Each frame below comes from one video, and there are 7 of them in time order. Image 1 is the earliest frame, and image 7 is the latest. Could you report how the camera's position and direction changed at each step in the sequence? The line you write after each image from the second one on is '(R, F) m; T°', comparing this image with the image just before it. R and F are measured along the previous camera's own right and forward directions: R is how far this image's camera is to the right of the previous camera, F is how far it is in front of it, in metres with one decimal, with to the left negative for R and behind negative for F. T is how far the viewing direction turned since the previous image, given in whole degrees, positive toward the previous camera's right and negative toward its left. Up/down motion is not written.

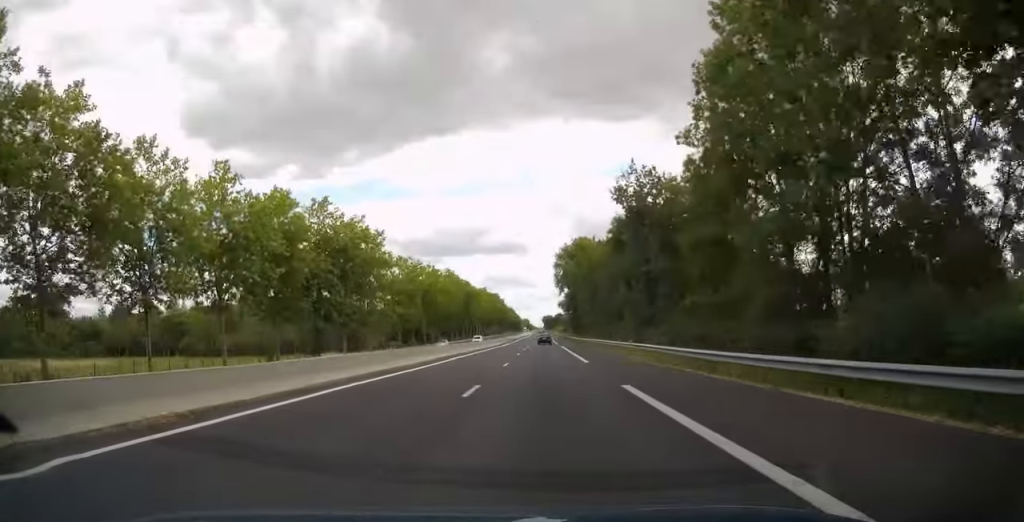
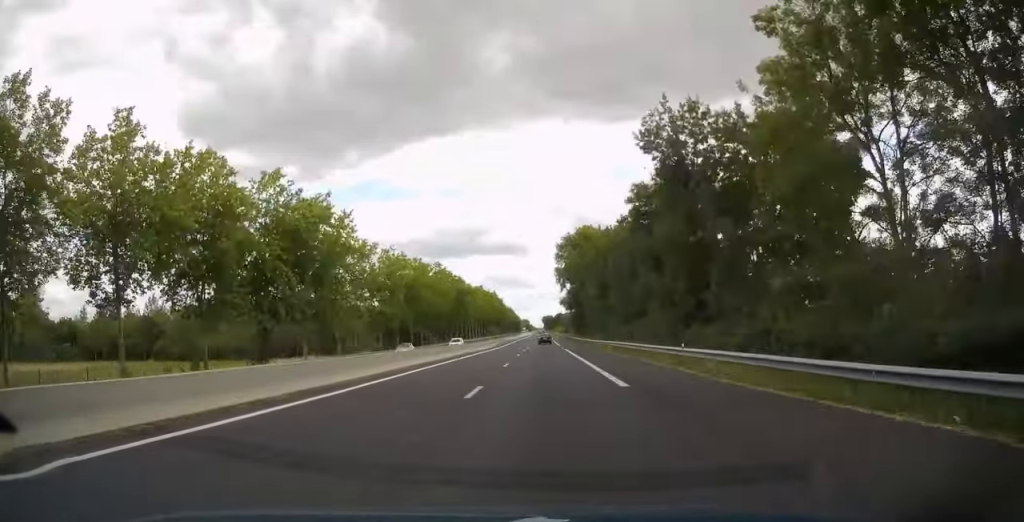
(0.0, +12.8) m; 0°
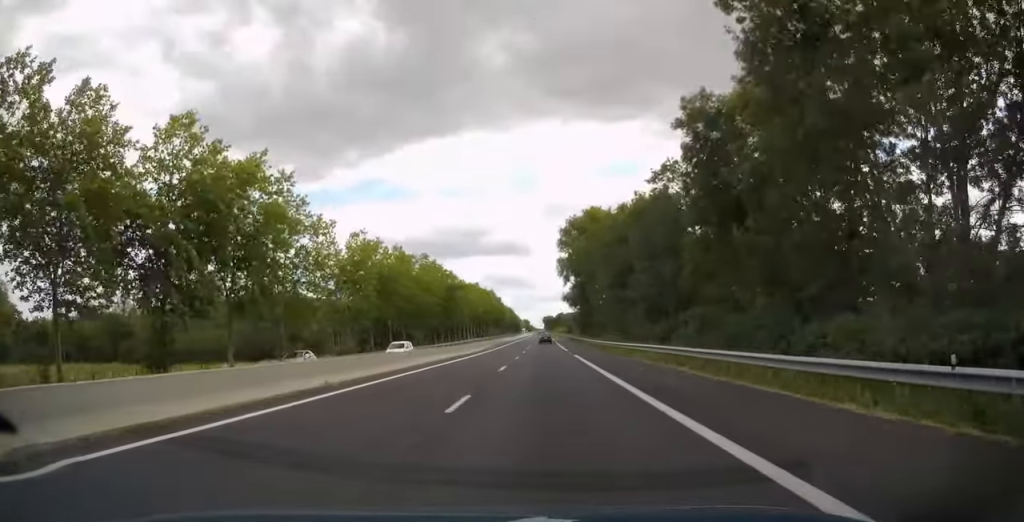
(0.0, +15.8) m; 0°
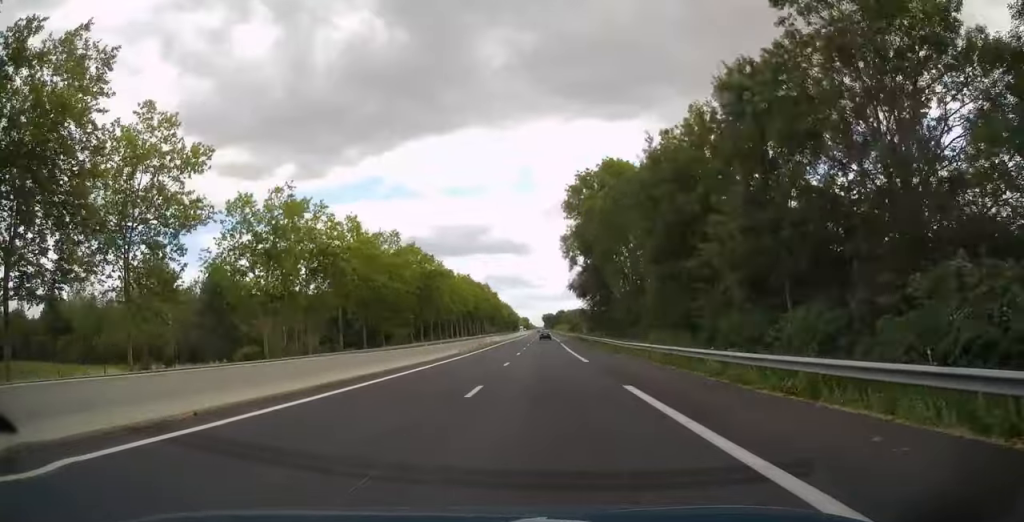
(0.0, +23.6) m; 0°
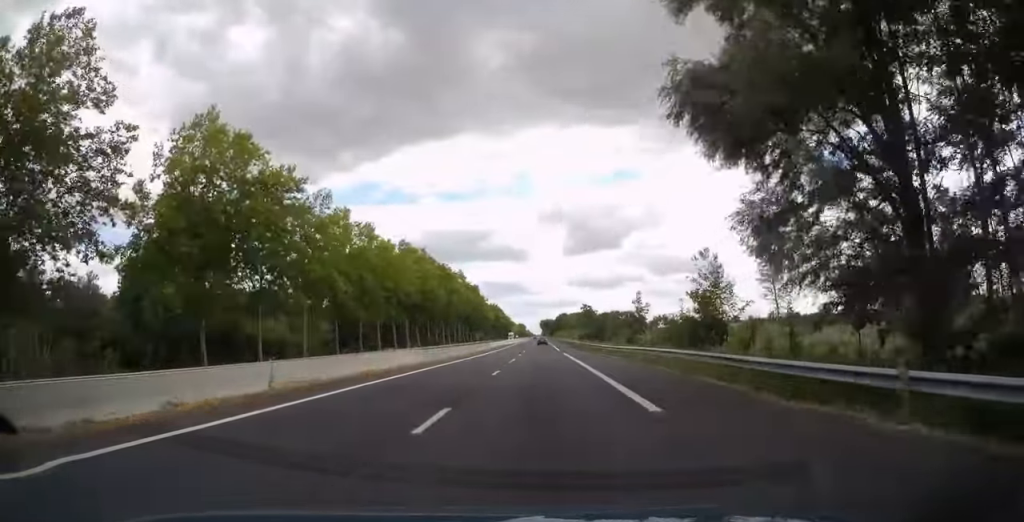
(+0.1, +70.0) m; 0°
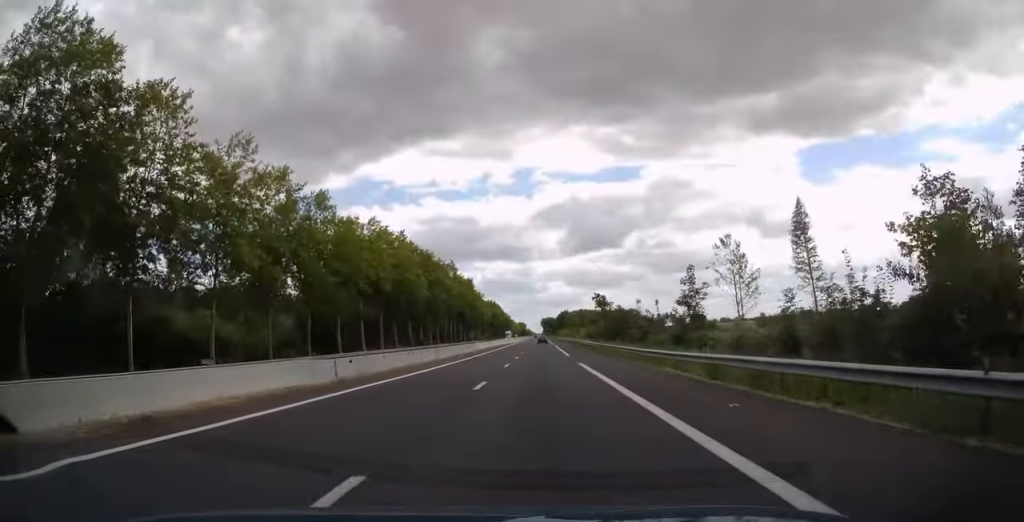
(0.0, +18.7) m; 0°
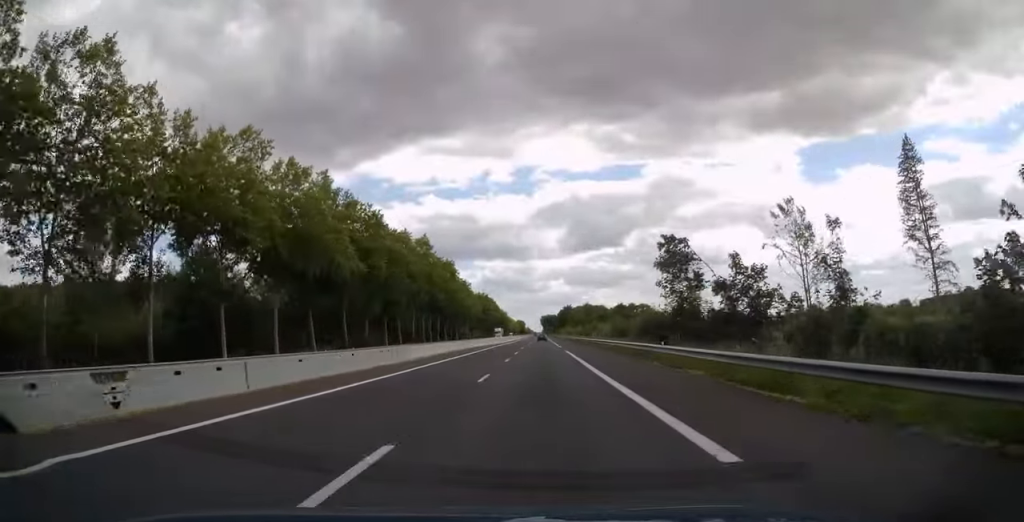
(0.0, +37.8) m; 0°
